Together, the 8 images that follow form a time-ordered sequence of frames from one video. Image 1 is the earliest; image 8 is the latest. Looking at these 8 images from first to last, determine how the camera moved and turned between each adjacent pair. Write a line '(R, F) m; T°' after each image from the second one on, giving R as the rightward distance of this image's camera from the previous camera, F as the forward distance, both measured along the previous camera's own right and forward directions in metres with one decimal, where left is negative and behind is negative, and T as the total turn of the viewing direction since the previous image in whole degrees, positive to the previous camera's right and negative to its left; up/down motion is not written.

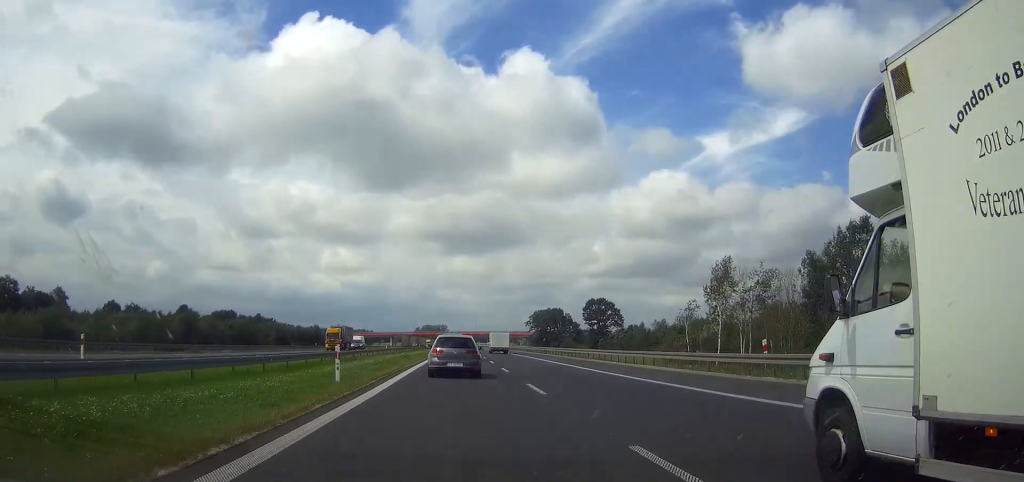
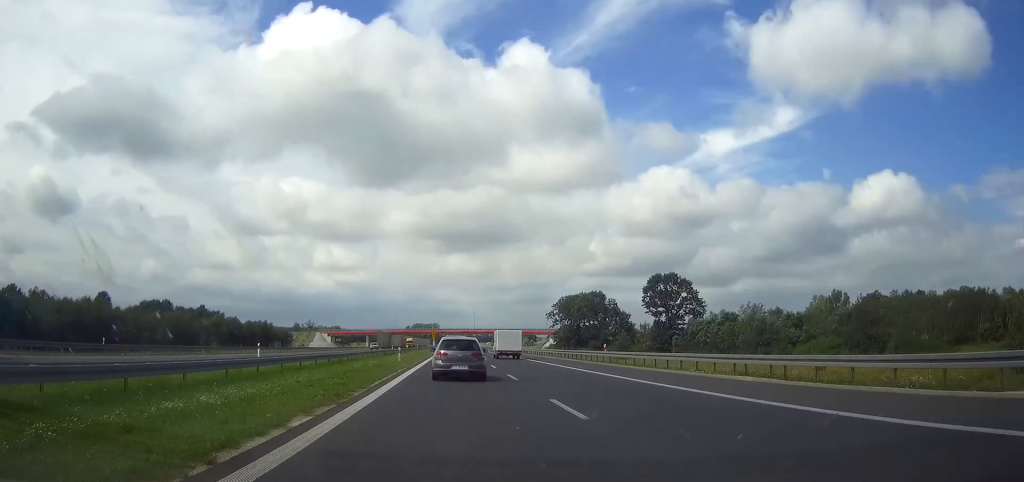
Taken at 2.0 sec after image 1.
(+0.1, +77.6) m; 0°
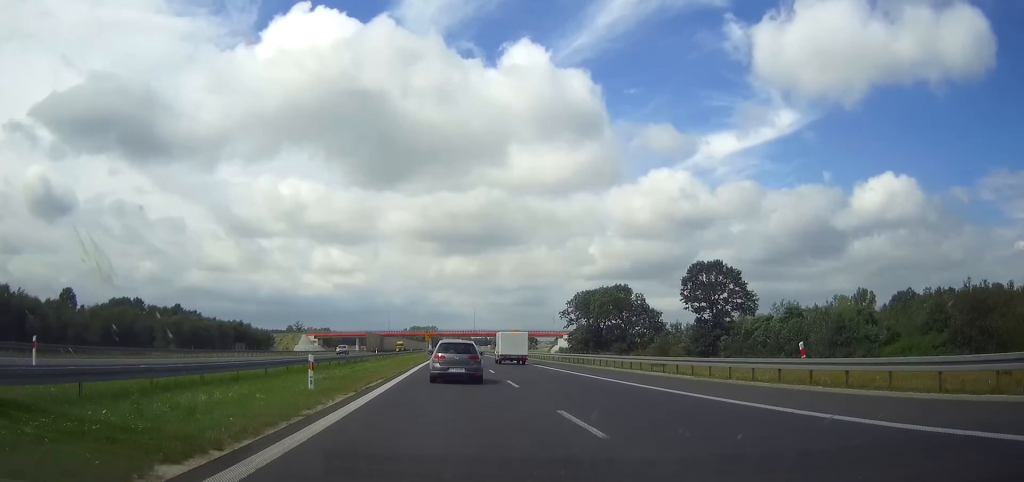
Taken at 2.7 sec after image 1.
(+0.1, +26.3) m; 0°
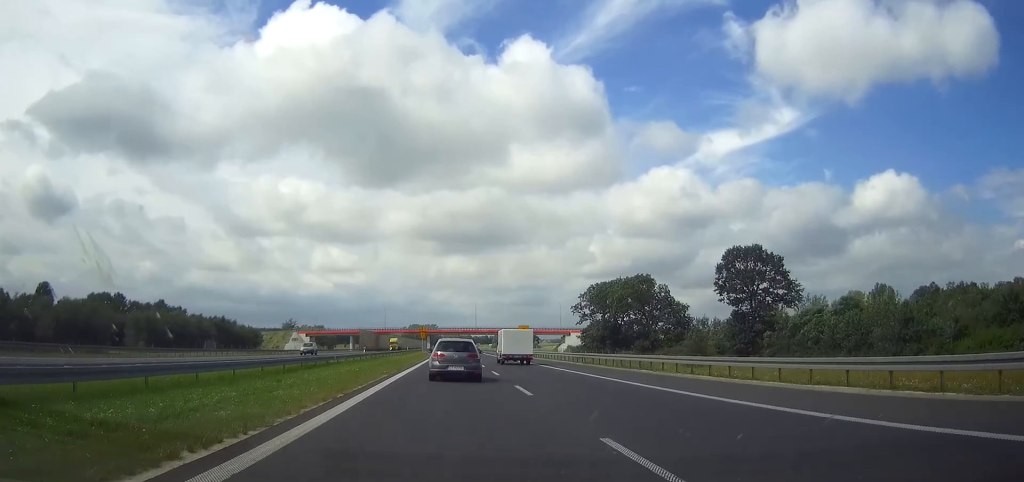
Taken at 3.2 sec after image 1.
(0.0, +16.2) m; 0°
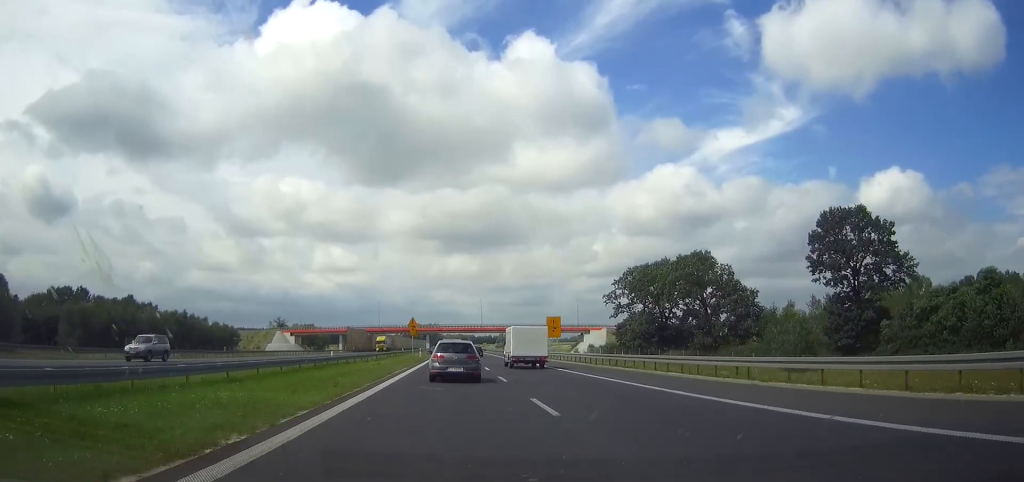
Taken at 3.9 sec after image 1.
(0.0, +28.7) m; 0°
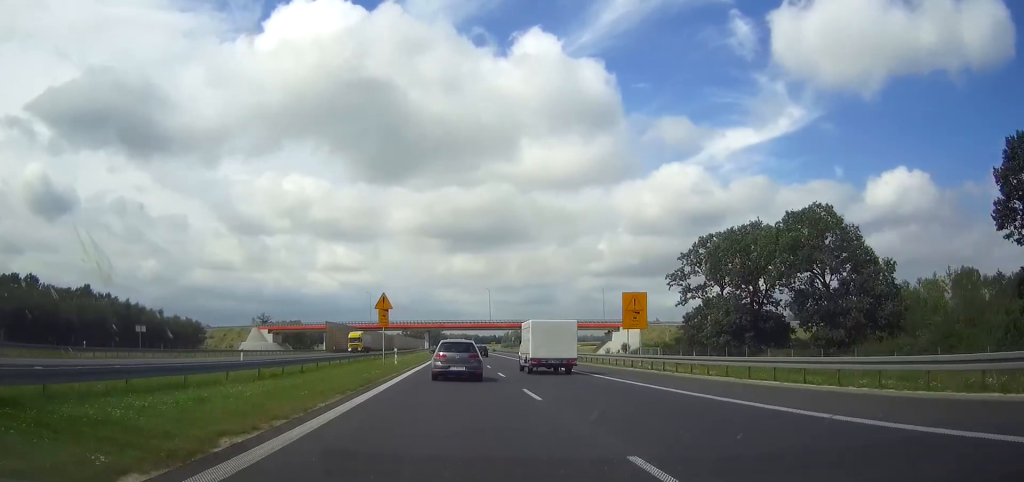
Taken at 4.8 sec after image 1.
(-0.1, +32.5) m; 0°
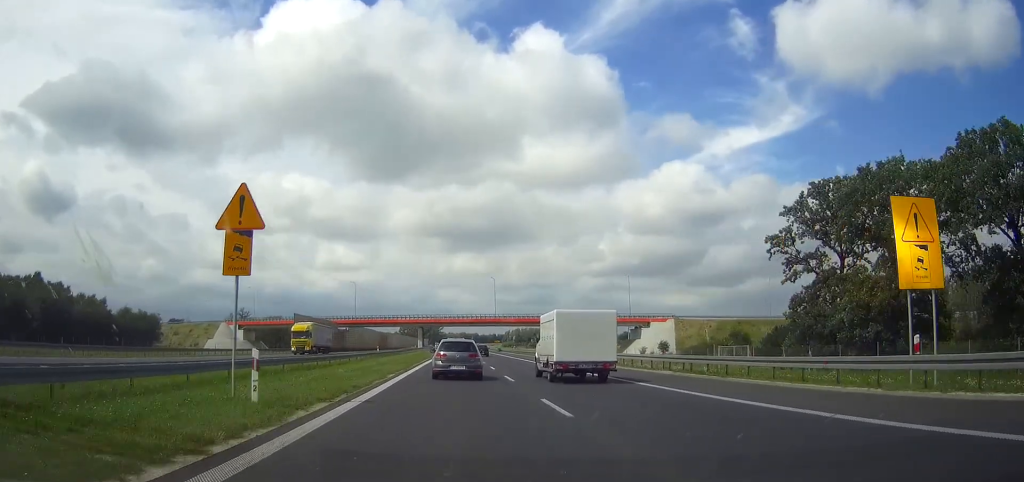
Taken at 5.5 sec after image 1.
(0.0, +27.6) m; 0°
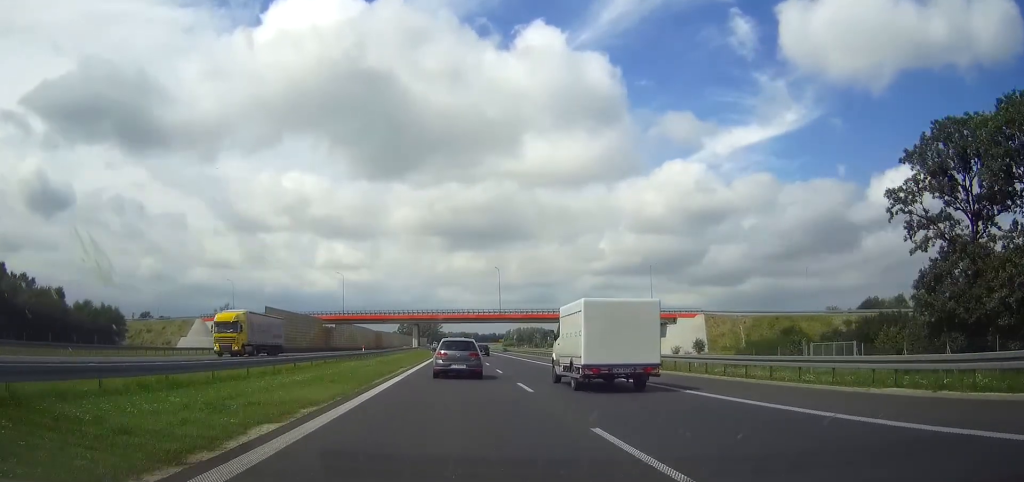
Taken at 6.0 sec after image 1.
(0.0, +17.7) m; 0°
